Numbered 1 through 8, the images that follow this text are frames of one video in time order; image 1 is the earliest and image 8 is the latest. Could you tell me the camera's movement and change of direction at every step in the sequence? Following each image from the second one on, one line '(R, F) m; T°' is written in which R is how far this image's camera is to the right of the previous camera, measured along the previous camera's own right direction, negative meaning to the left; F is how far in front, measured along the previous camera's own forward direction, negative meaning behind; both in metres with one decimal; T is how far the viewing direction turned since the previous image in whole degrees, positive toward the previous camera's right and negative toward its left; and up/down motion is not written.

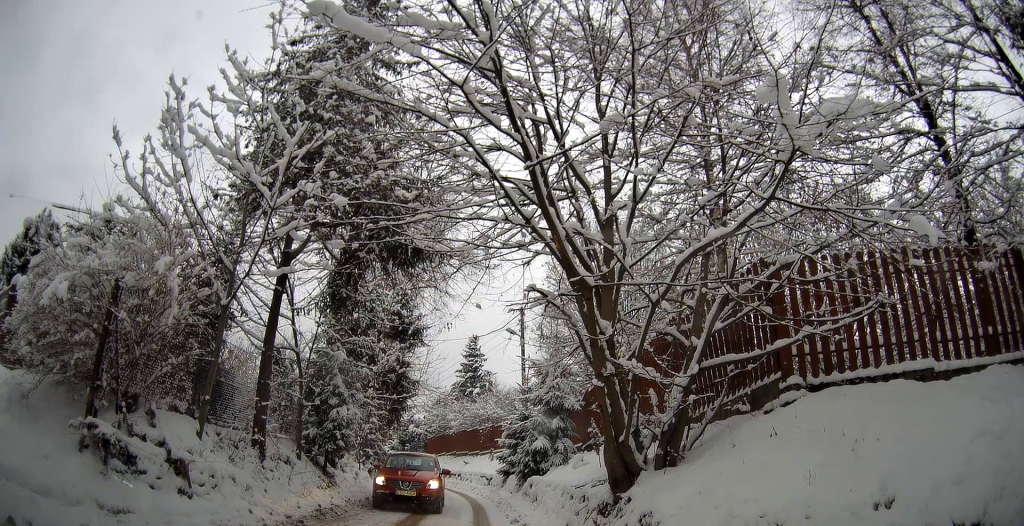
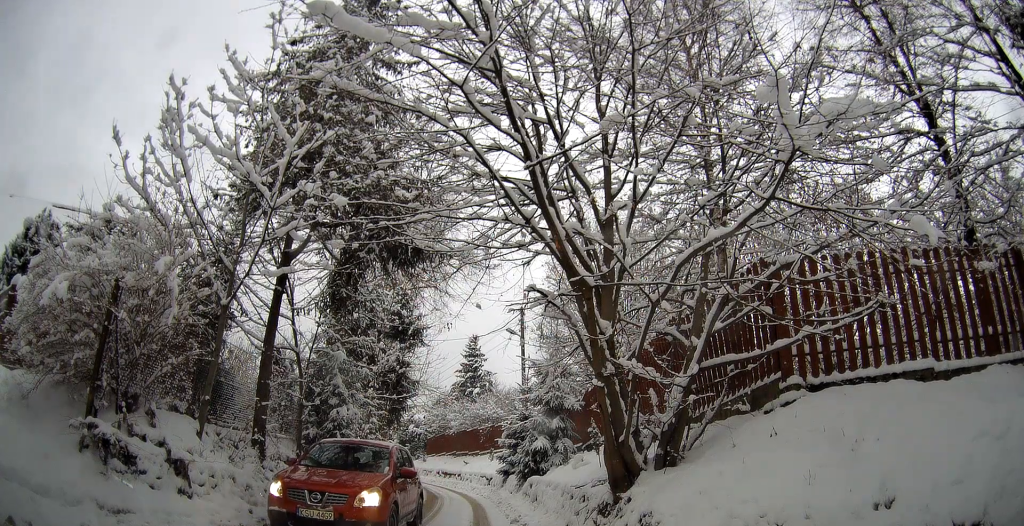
(0.0, 0.0) m; 0°
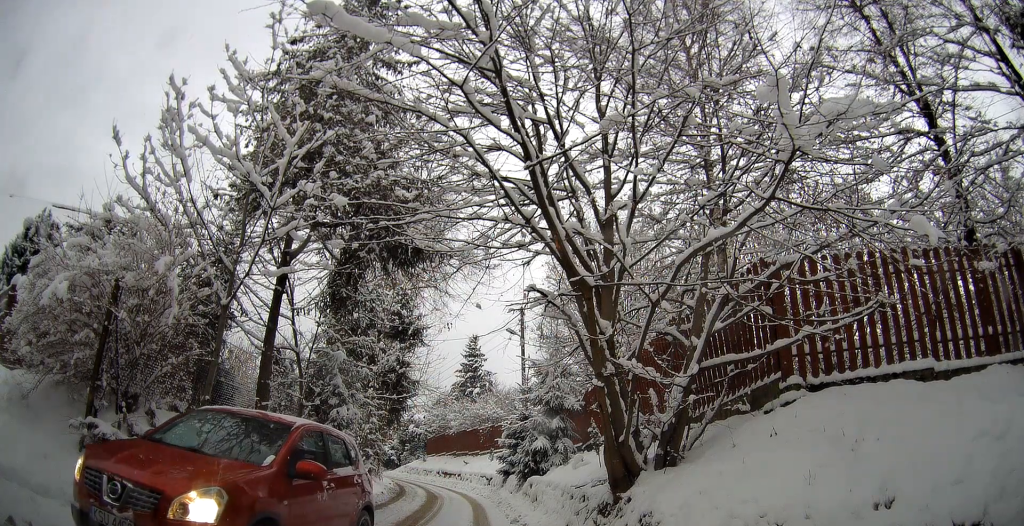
(0.0, 0.0) m; 0°
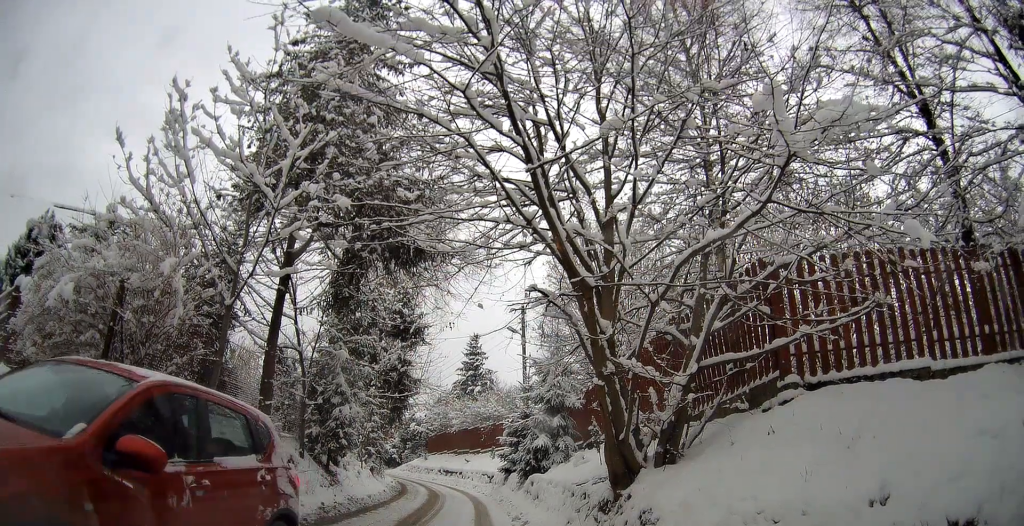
(0.0, +0.3) m; 0°
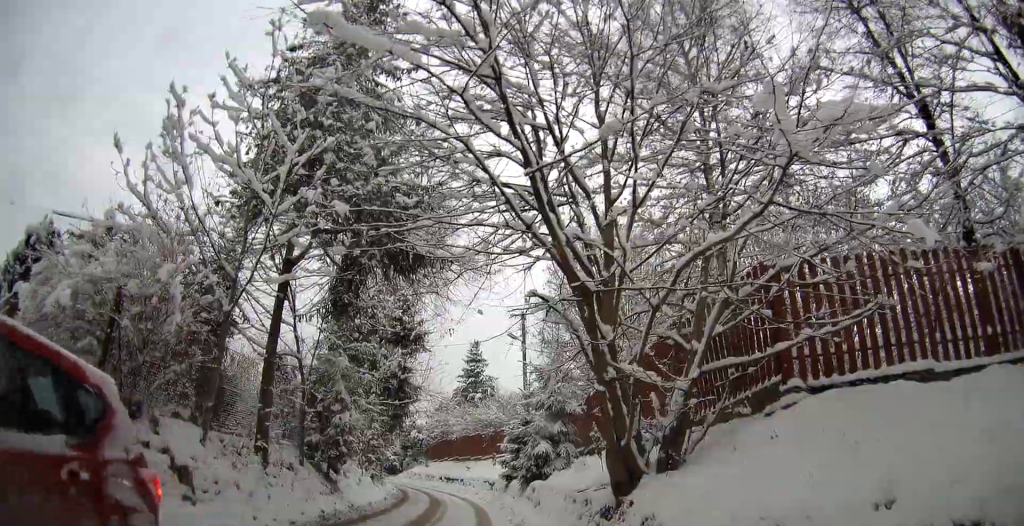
(-0.1, +0.2) m; 0°
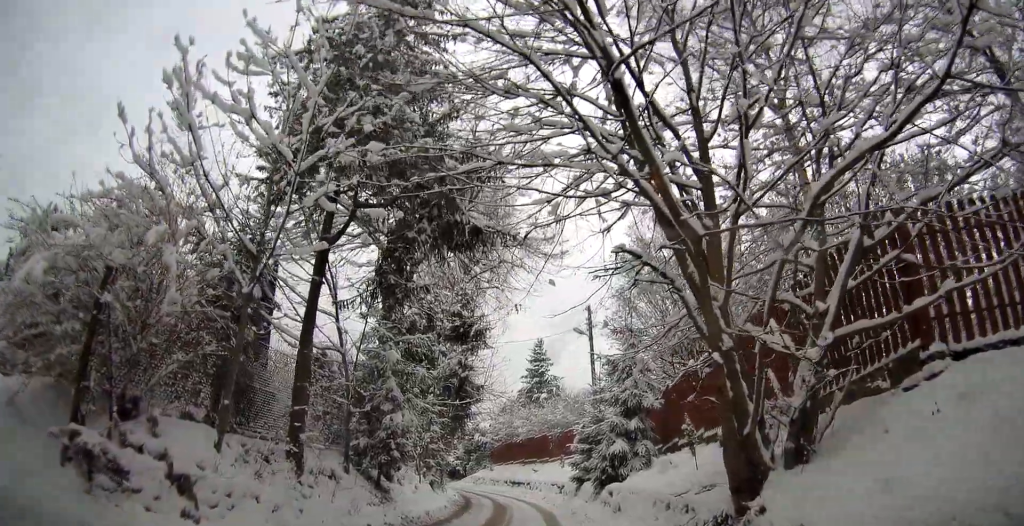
(-0.2, +0.5) m; 0°
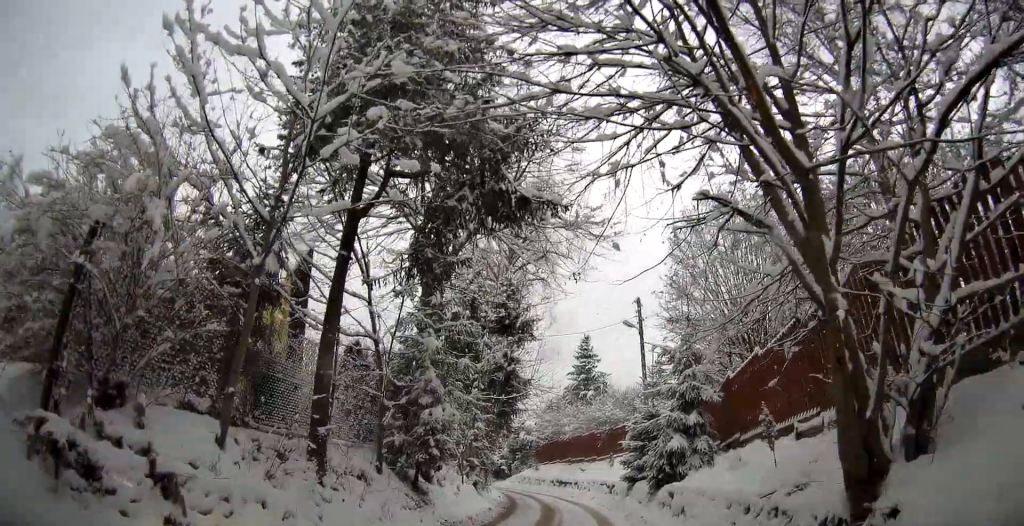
(0.0, +0.3) m; 0°
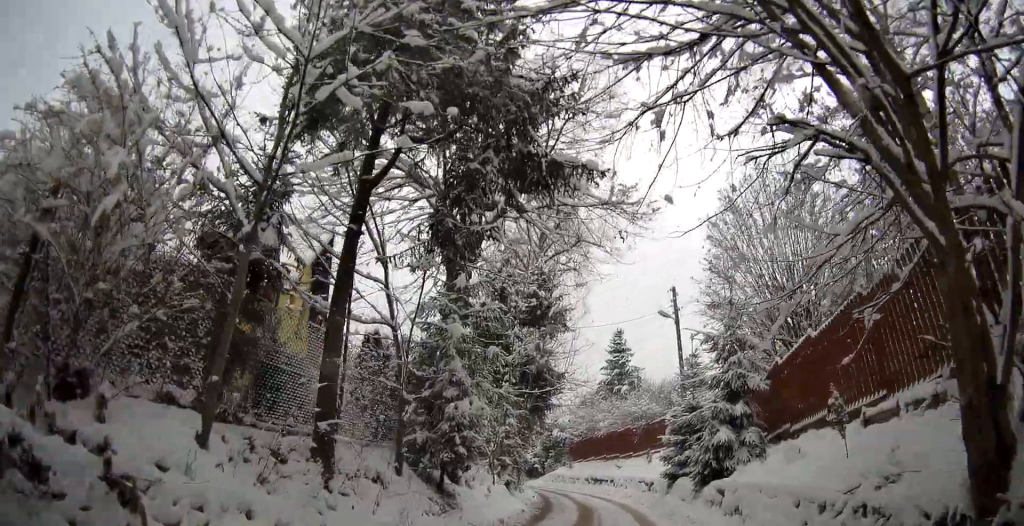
(+0.1, +0.4) m; 0°
